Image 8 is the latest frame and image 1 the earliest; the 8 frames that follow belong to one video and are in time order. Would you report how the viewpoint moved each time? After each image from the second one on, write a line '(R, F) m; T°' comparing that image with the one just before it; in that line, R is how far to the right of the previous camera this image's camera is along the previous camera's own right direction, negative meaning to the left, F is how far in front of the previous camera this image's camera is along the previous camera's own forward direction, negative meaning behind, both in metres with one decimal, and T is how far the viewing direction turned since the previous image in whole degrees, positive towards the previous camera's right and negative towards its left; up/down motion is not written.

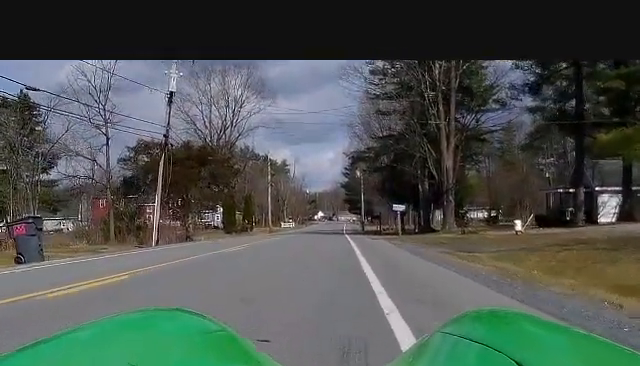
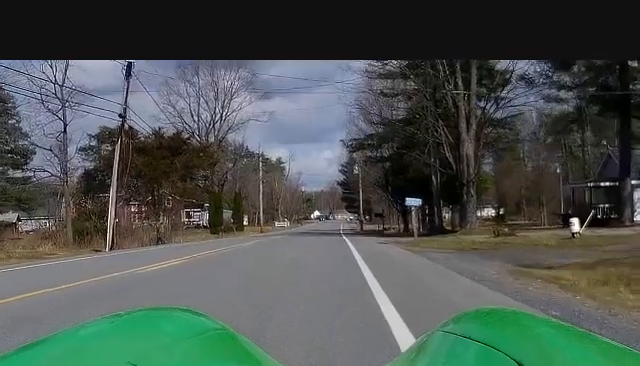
(+0.3, +8.5) m; +1°
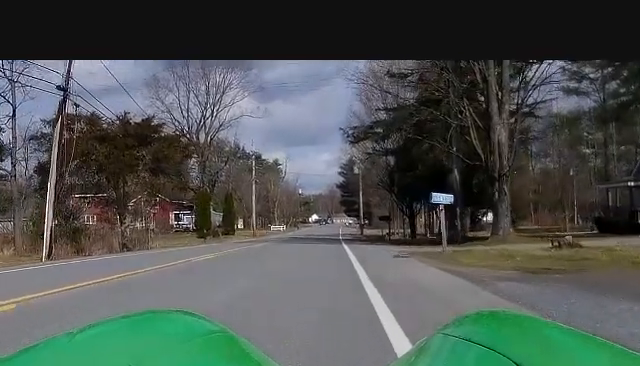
(-0.2, +8.0) m; 0°
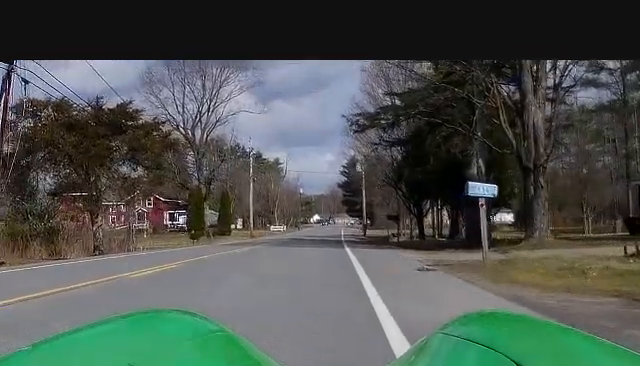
(+0.1, +5.3) m; +1°
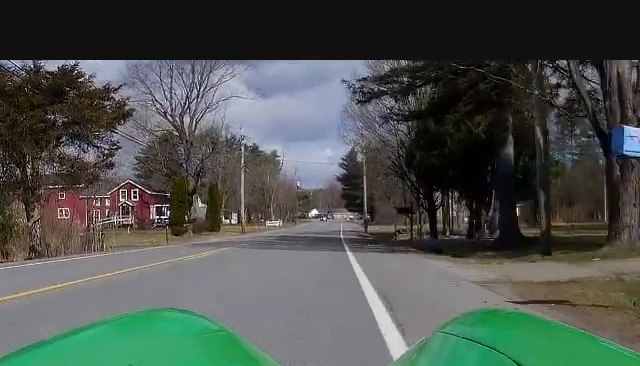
(+0.2, +7.9) m; +1°
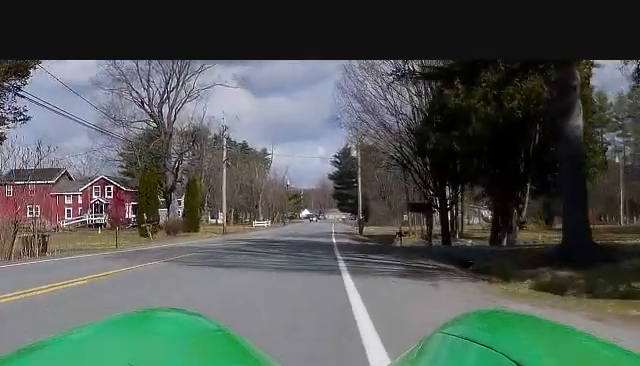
(-0.1, +9.0) m; -1°
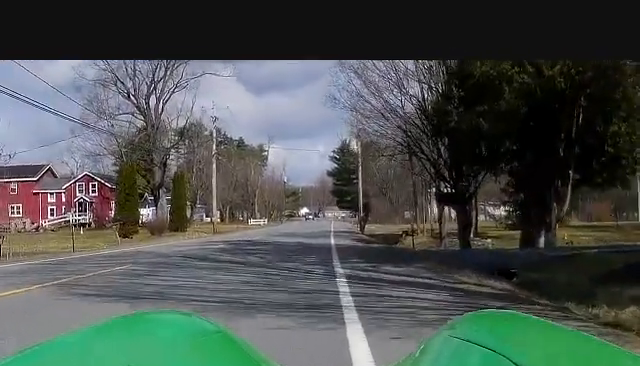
(-0.1, +6.0) m; -1°
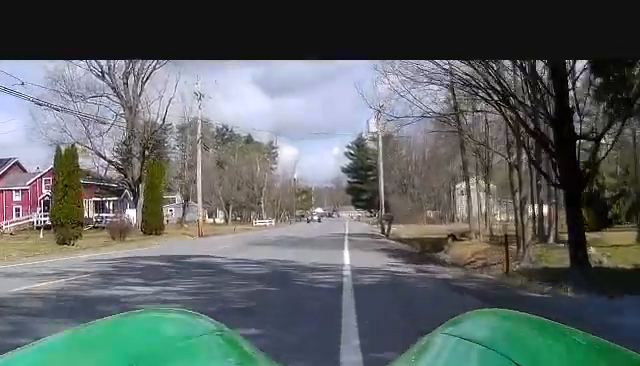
(0.0, +14.9) m; 0°
